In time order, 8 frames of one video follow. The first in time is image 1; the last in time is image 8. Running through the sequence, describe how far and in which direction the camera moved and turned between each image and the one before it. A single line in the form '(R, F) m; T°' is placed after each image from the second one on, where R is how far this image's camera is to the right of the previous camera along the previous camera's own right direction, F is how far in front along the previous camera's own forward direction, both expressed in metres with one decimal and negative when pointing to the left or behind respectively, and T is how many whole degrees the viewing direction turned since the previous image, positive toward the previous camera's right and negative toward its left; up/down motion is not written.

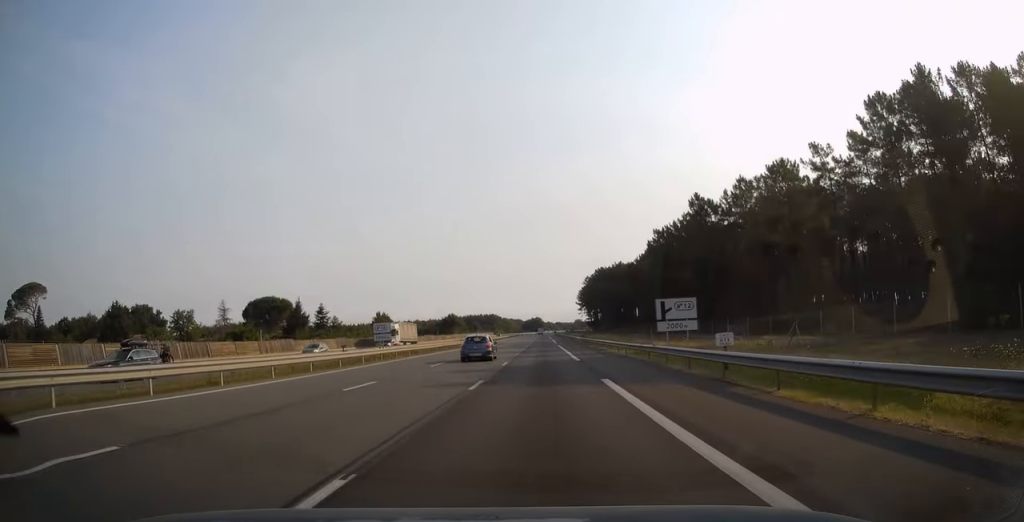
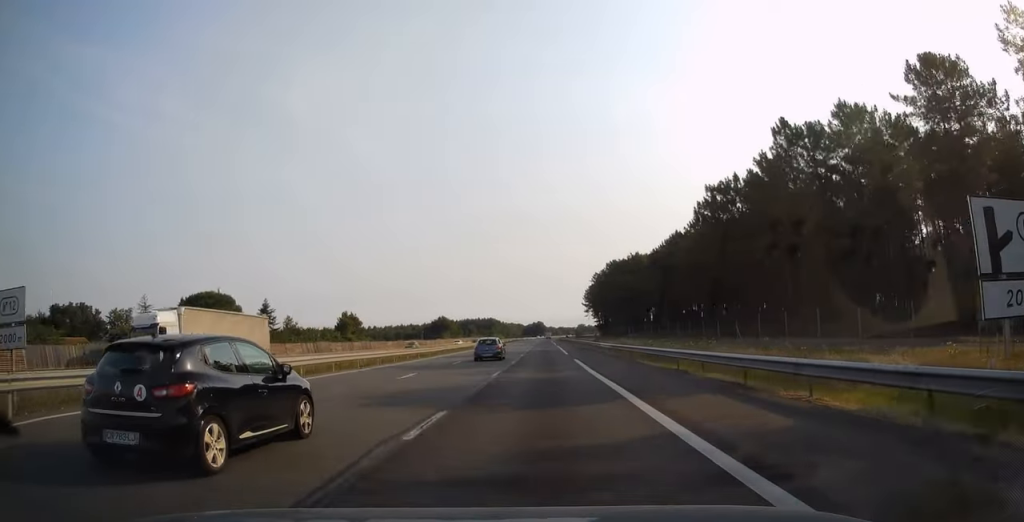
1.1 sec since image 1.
(-0.1, +33.5) m; 0°
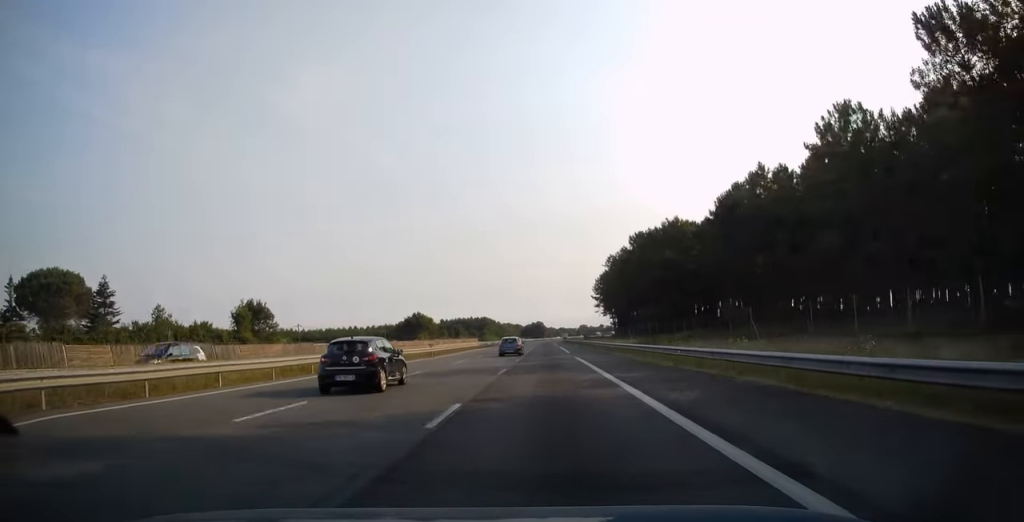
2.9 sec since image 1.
(+0.1, +51.2) m; +1°
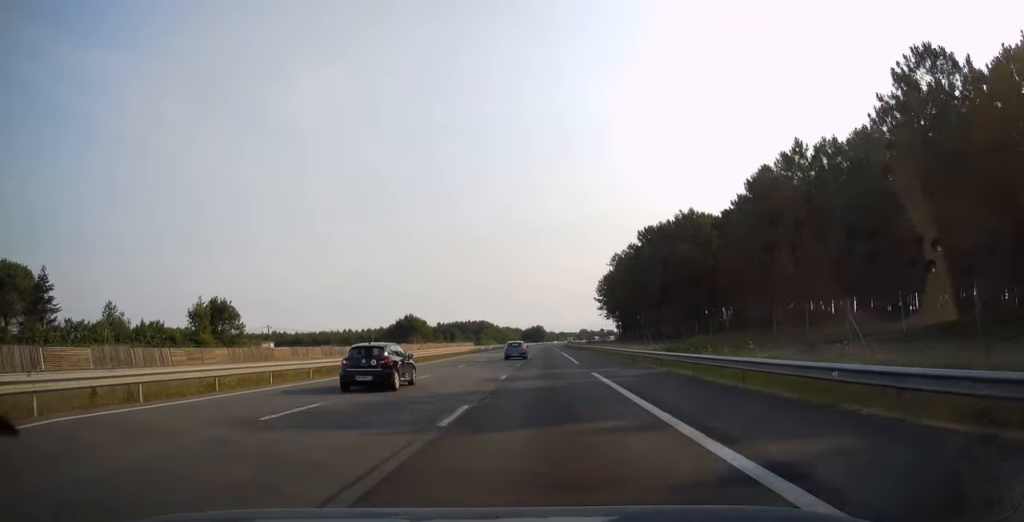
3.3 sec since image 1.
(0.0, +12.3) m; 0°
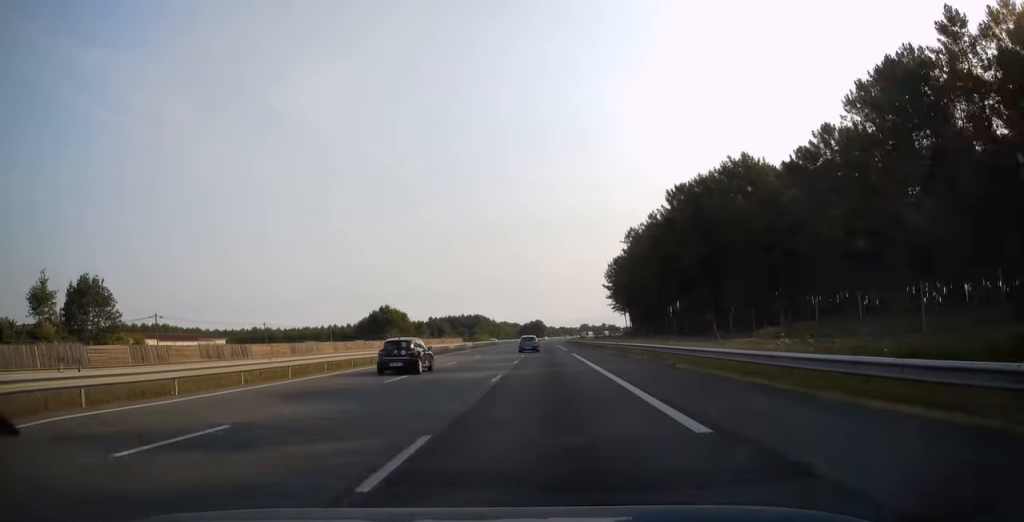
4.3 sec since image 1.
(+0.1, +30.3) m; 0°
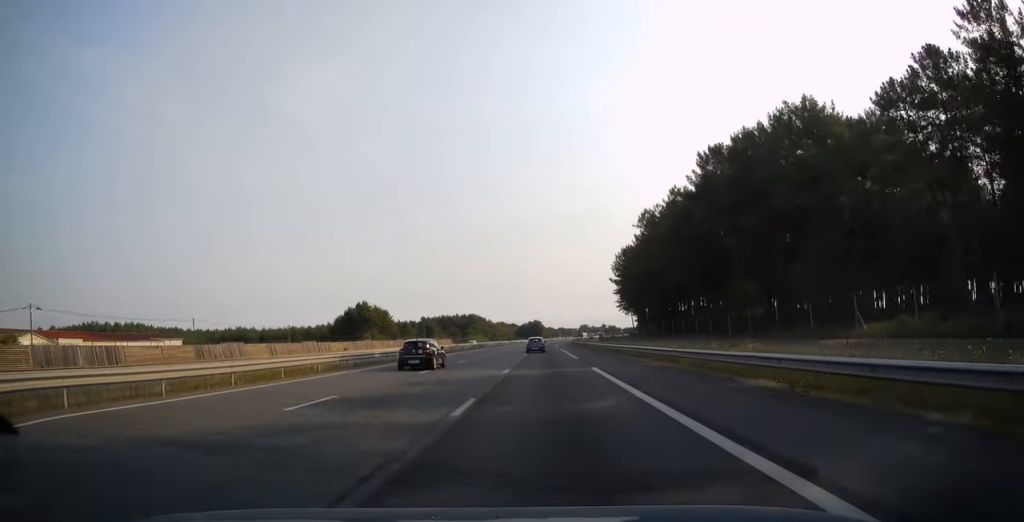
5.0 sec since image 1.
(-0.1, +20.5) m; 0°
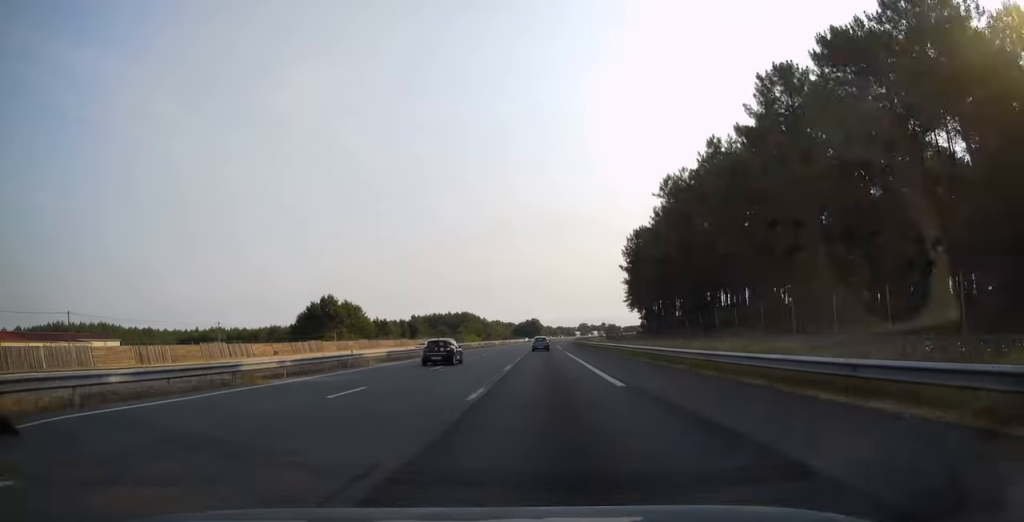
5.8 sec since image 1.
(+0.1, +23.5) m; 0°
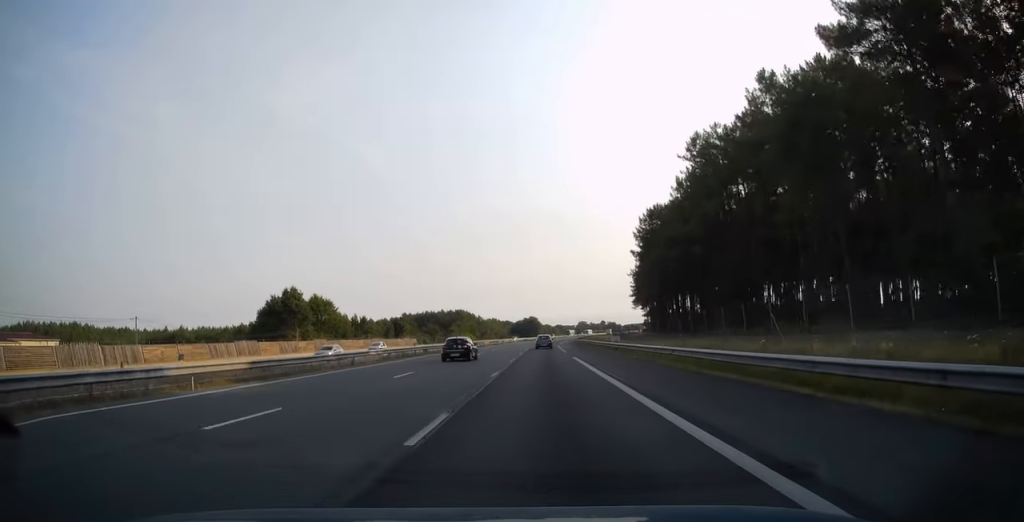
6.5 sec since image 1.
(0.0, +18.7) m; 0°
